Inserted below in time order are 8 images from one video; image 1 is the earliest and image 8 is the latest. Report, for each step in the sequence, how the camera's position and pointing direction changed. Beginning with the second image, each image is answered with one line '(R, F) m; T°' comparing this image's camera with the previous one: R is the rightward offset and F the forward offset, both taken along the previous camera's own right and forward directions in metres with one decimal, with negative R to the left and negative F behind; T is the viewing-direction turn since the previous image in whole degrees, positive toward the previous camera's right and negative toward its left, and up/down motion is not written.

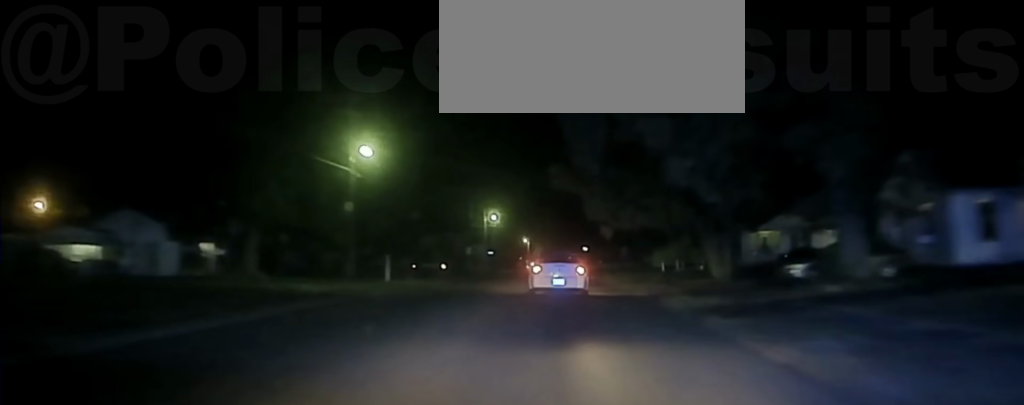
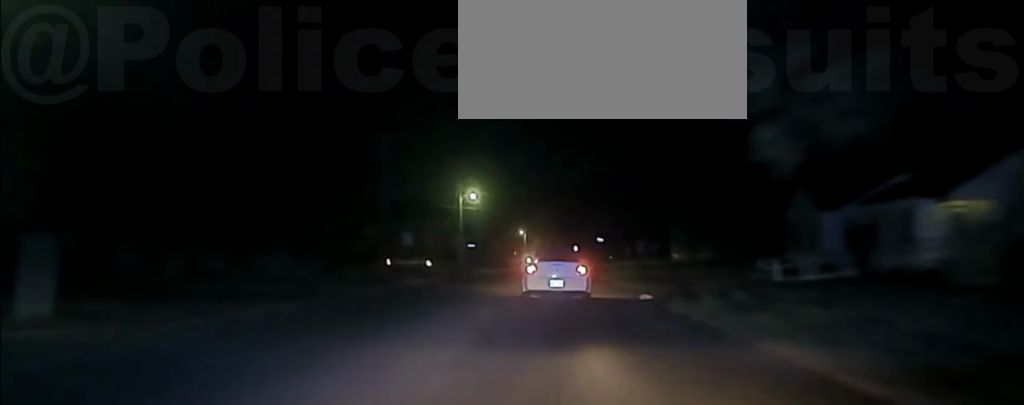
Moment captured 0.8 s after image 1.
(0.0, +32.9) m; 0°
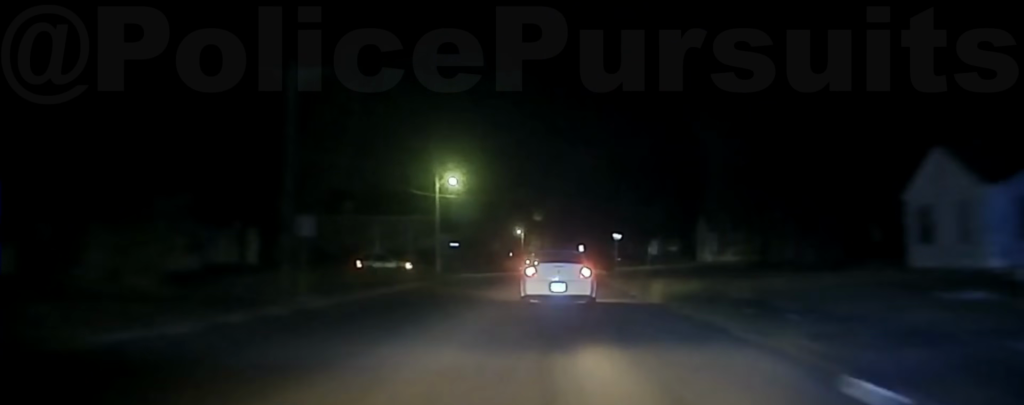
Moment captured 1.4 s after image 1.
(0.0, +22.4) m; 0°
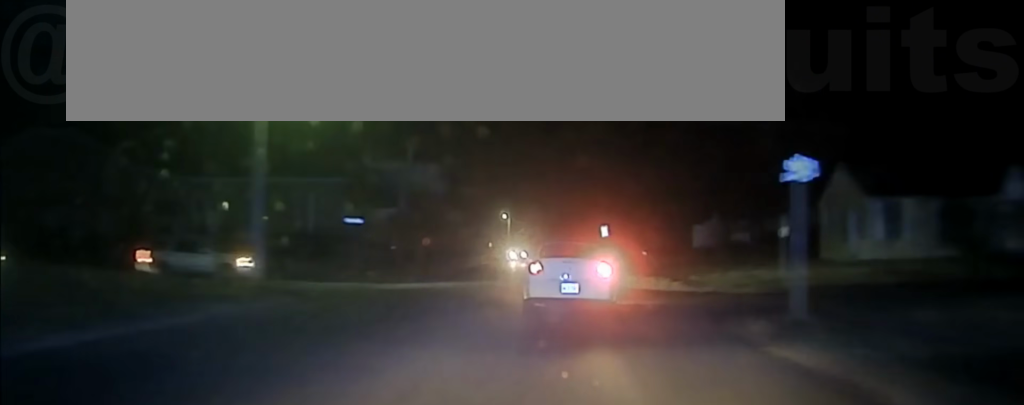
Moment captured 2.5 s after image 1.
(-0.3, +50.6) m; 0°
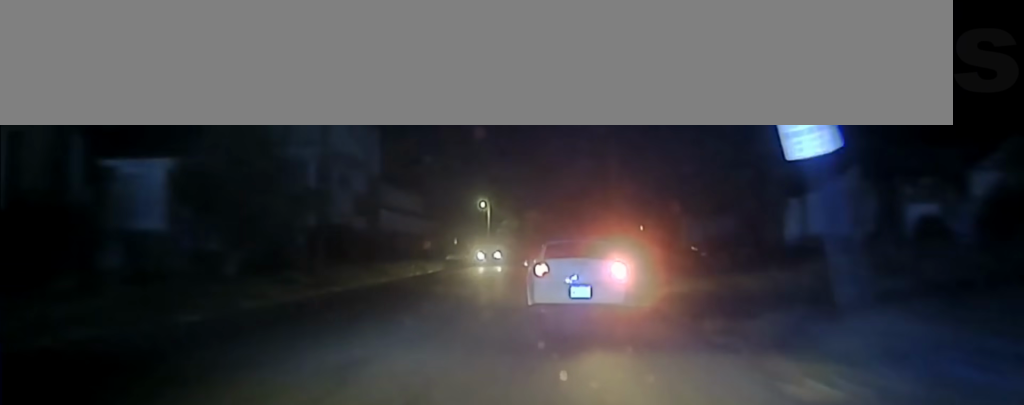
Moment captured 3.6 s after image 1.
(+0.1, +40.3) m; +1°
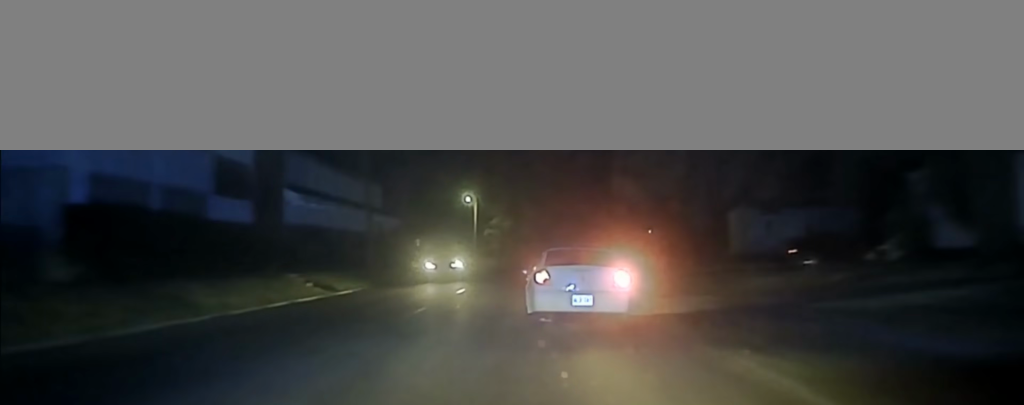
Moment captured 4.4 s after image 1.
(+0.3, +22.8) m; +1°
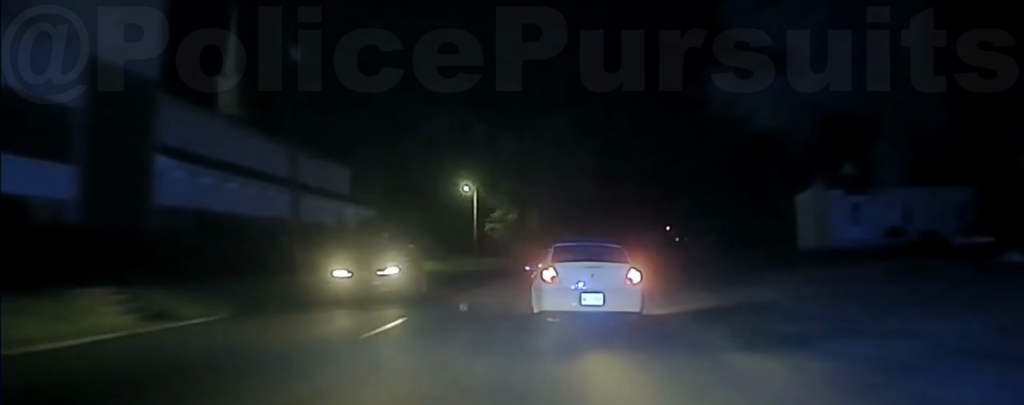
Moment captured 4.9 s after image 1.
(+0.1, +15.5) m; 0°
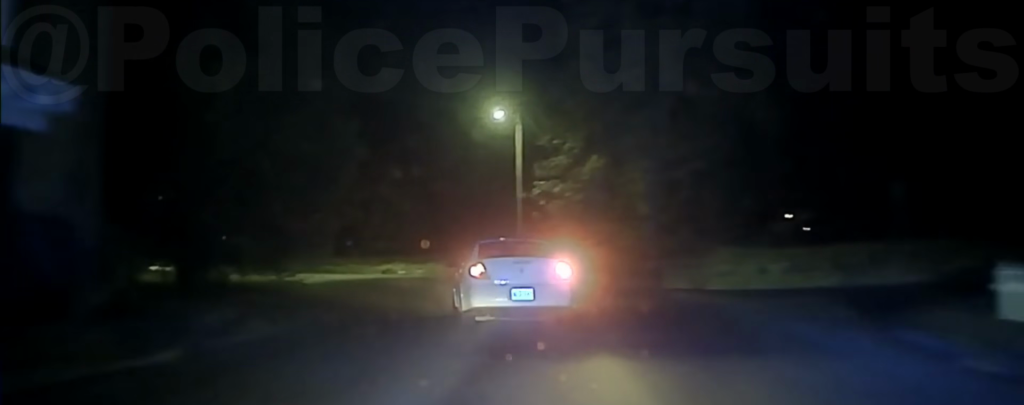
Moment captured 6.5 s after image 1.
(-0.9, +44.5) m; -4°
